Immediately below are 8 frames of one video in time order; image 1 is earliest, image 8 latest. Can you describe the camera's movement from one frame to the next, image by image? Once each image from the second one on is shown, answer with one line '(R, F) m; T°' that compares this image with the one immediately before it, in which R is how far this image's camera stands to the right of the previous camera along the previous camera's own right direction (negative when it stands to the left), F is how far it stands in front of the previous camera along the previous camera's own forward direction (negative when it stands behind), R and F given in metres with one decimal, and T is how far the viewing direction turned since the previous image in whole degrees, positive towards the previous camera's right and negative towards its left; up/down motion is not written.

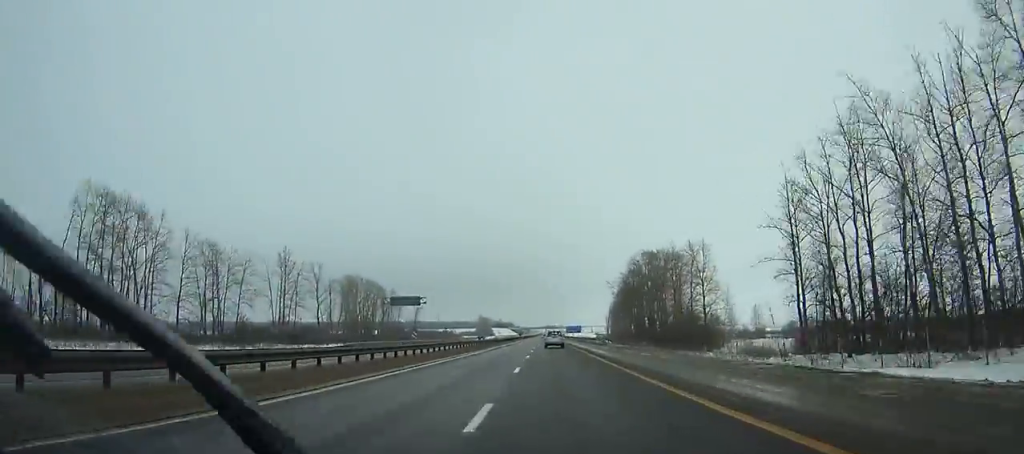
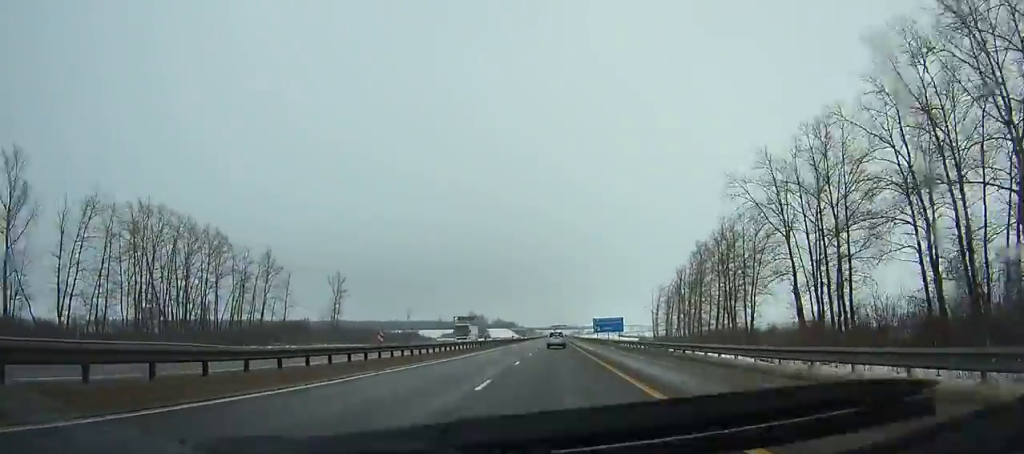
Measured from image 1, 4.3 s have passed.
(-0.8, +125.8) m; 0°
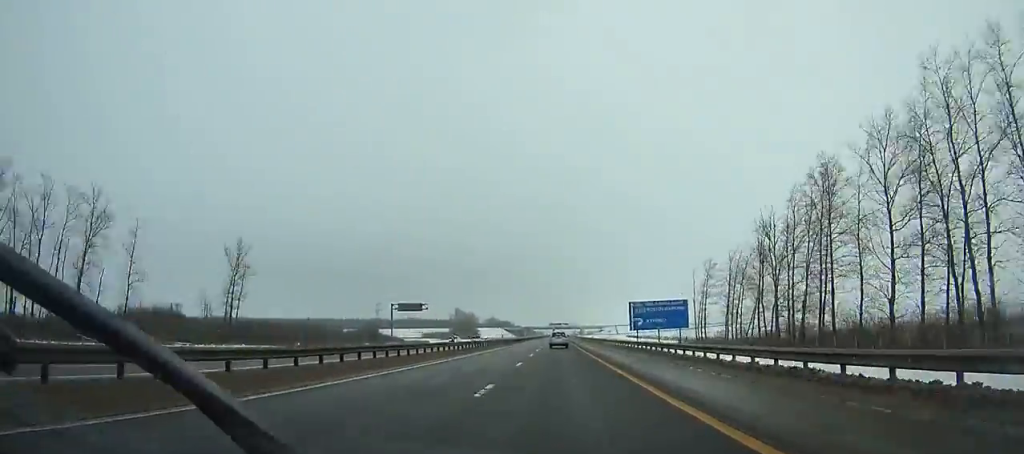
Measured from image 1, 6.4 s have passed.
(+0.2, +61.2) m; 0°
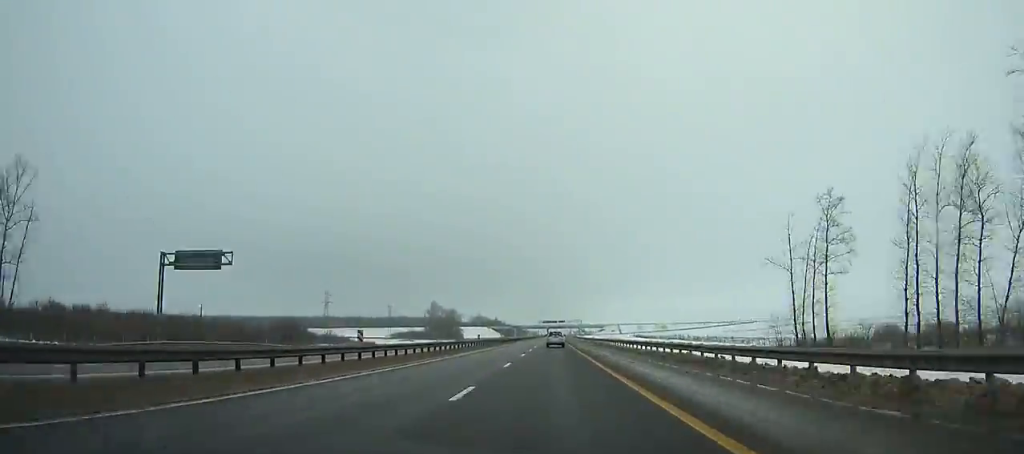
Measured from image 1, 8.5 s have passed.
(+0.2, +60.8) m; 0°
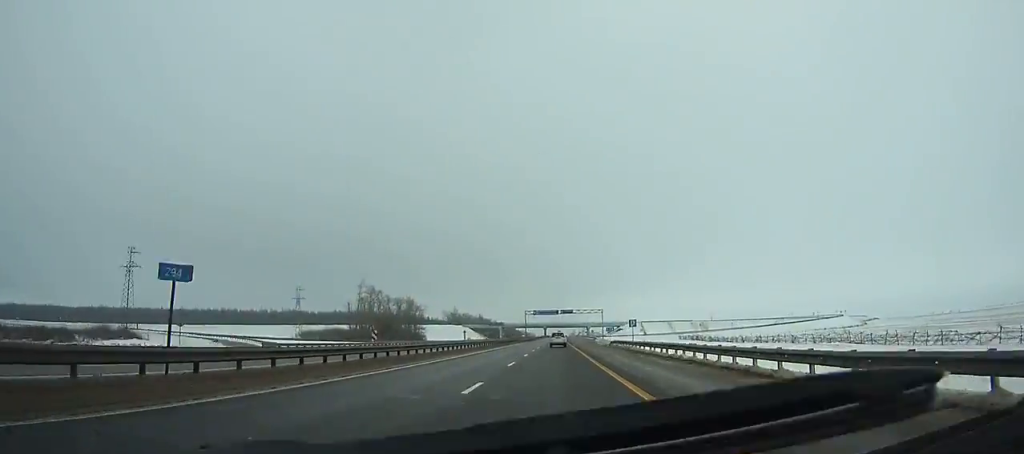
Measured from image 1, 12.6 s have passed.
(-0.1, +118.5) m; 0°
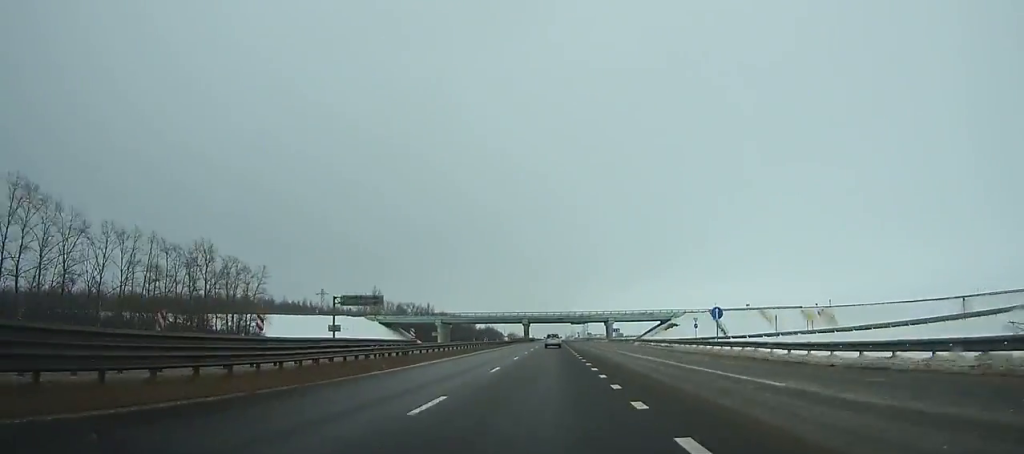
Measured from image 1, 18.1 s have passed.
(+0.7, +159.3) m; 0°
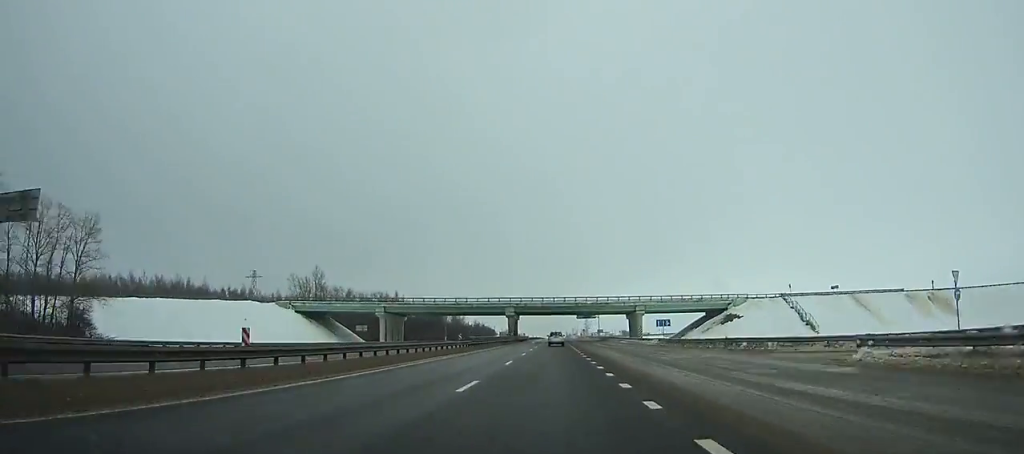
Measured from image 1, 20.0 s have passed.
(0.0, +55.5) m; 0°
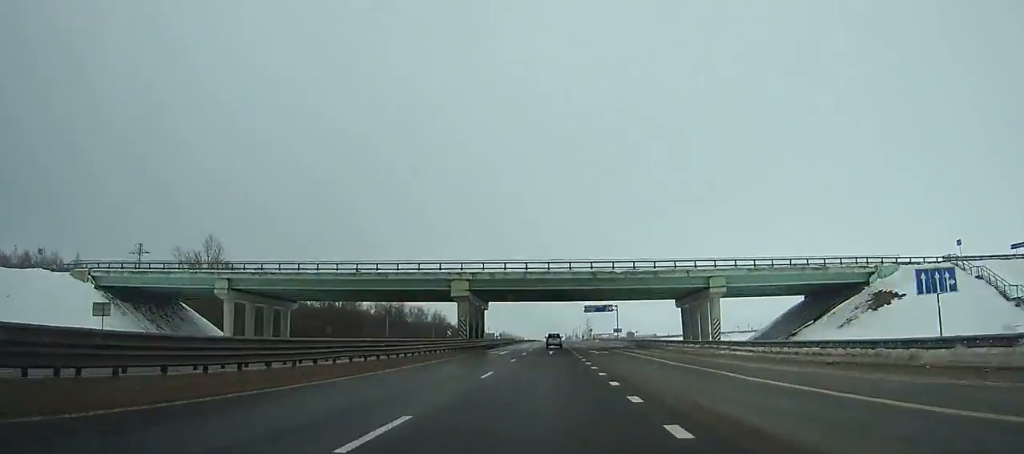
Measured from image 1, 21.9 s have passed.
(0.0, +55.7) m; 0°
